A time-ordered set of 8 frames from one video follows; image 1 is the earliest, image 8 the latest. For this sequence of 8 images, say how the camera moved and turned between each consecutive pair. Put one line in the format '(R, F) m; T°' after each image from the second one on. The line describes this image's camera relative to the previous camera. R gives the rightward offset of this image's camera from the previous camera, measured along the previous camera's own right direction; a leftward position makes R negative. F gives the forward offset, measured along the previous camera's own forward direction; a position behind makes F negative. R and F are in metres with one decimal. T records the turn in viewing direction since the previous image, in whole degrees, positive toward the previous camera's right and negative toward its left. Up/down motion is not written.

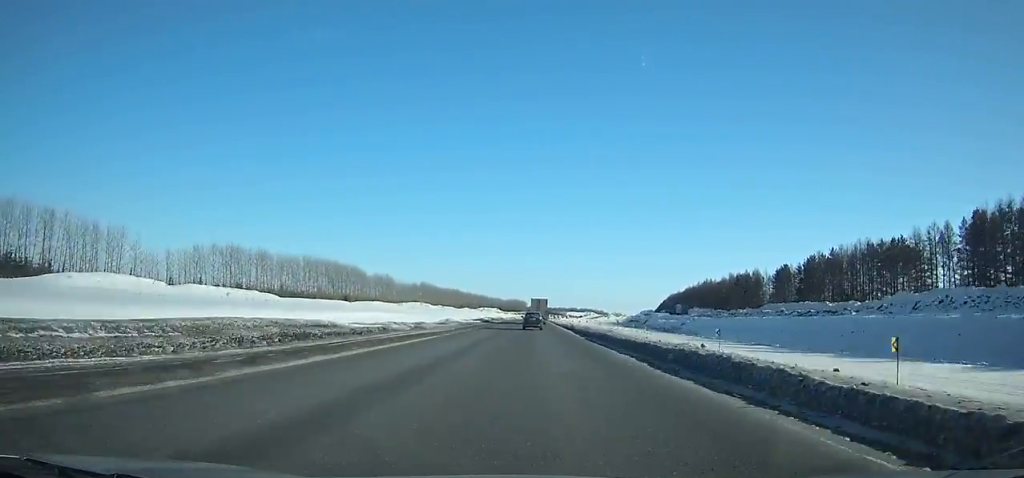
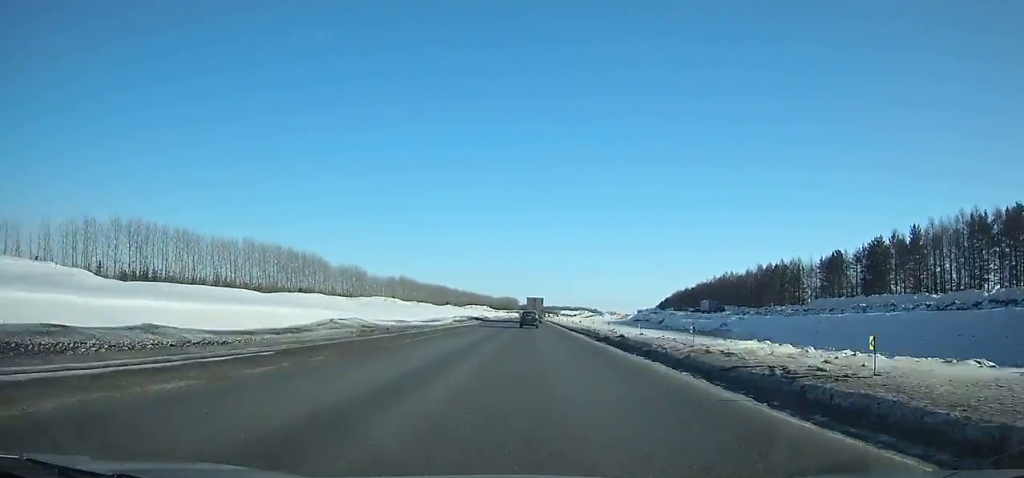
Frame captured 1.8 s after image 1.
(+0.2, +36.3) m; 0°
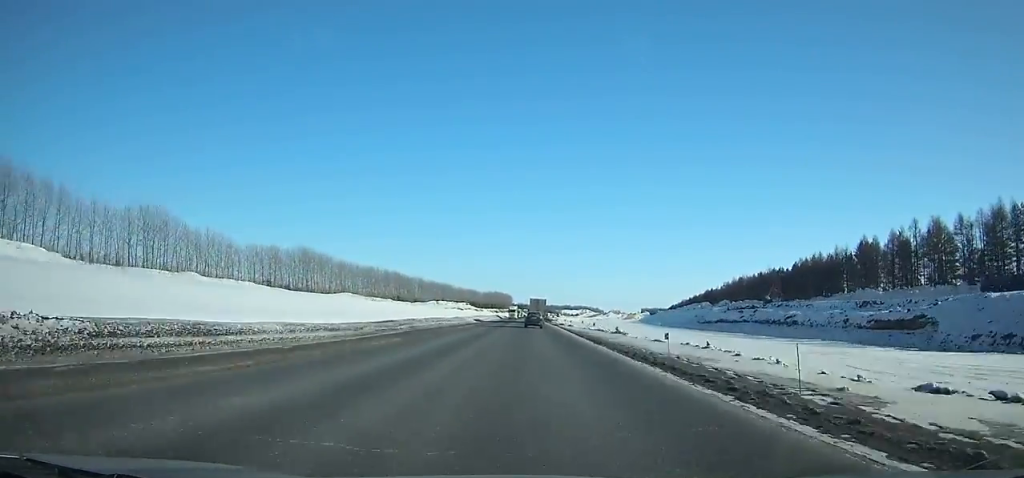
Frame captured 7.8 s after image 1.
(+1.0, +128.3) m; 0°
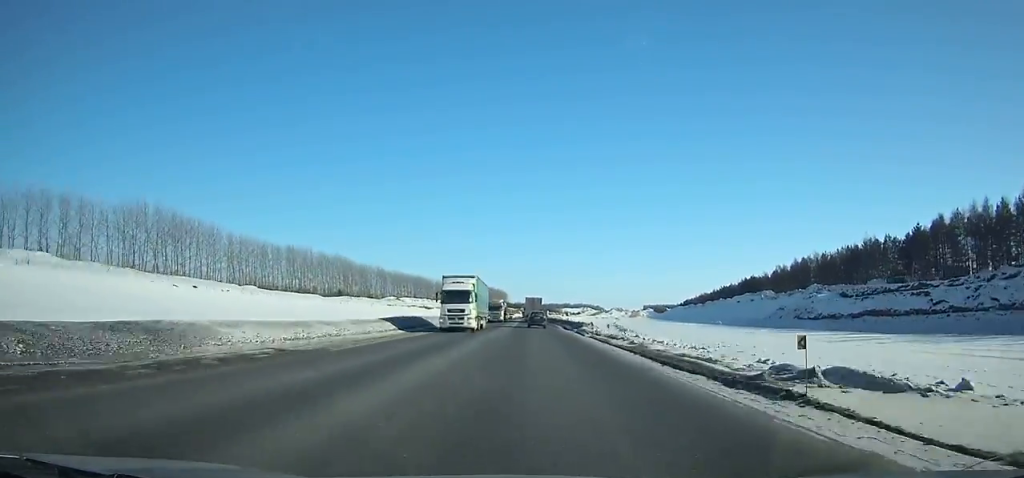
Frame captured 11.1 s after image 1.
(0.0, +73.0) m; 0°
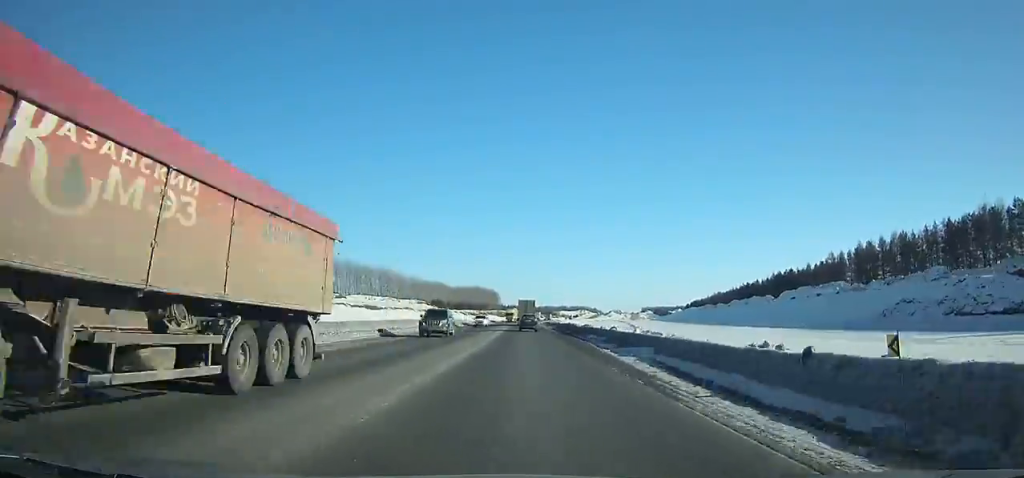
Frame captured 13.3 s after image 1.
(+0.1, +48.2) m; 0°
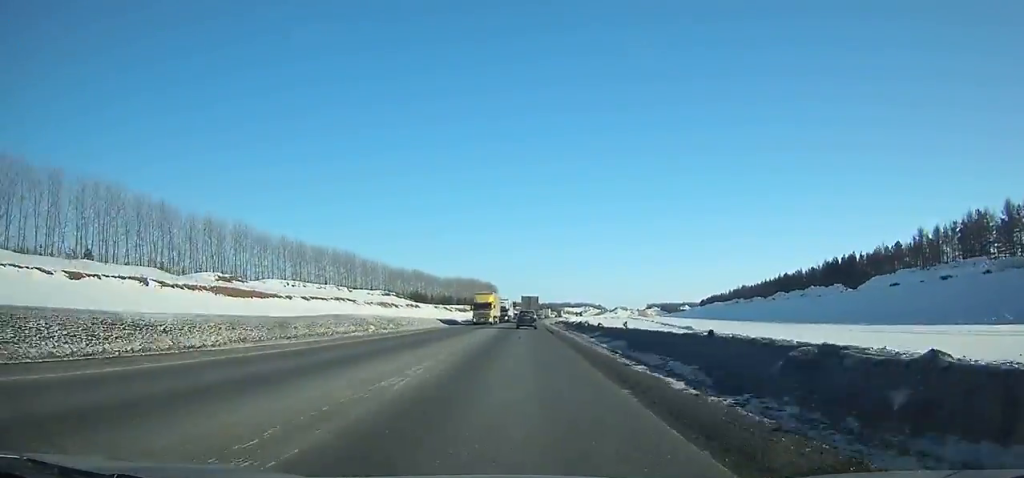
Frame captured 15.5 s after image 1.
(+0.3, +47.8) m; 0°
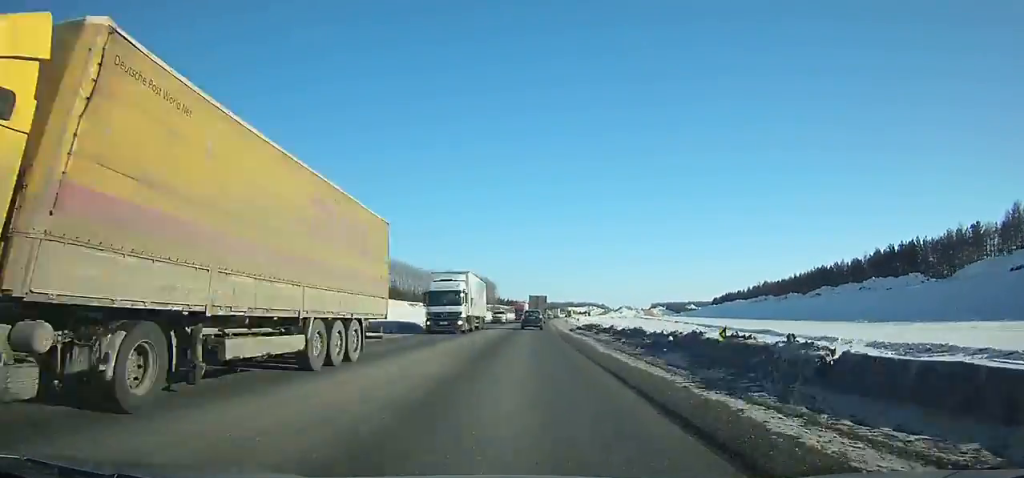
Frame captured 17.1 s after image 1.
(-0.1, +34.5) m; 0°
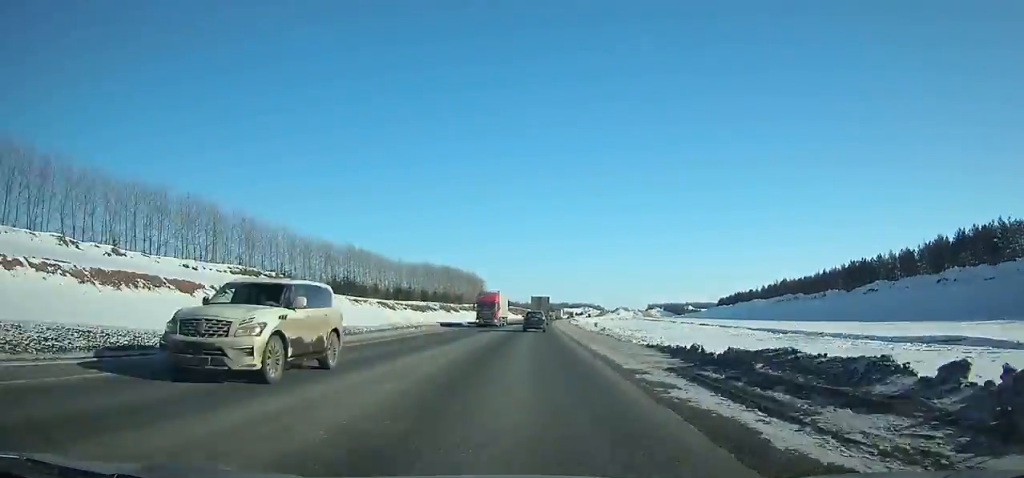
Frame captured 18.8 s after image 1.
(-0.1, +37.0) m; 0°
